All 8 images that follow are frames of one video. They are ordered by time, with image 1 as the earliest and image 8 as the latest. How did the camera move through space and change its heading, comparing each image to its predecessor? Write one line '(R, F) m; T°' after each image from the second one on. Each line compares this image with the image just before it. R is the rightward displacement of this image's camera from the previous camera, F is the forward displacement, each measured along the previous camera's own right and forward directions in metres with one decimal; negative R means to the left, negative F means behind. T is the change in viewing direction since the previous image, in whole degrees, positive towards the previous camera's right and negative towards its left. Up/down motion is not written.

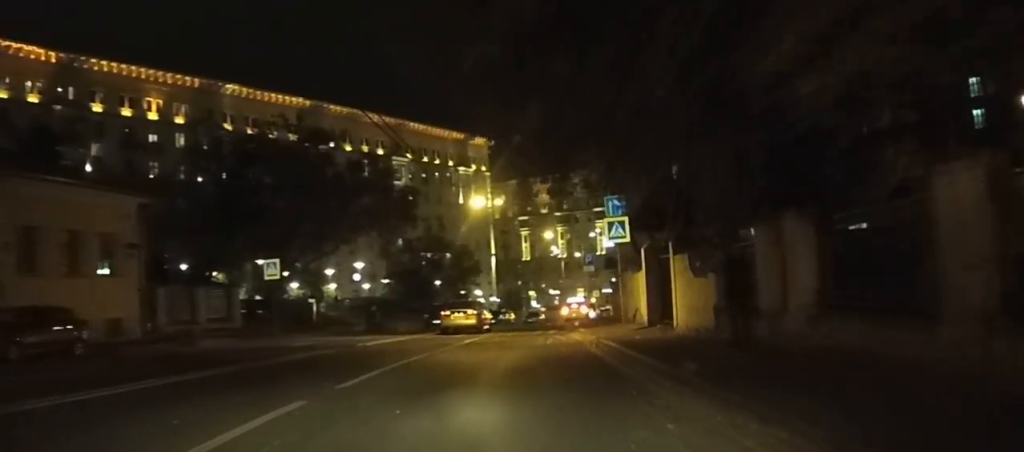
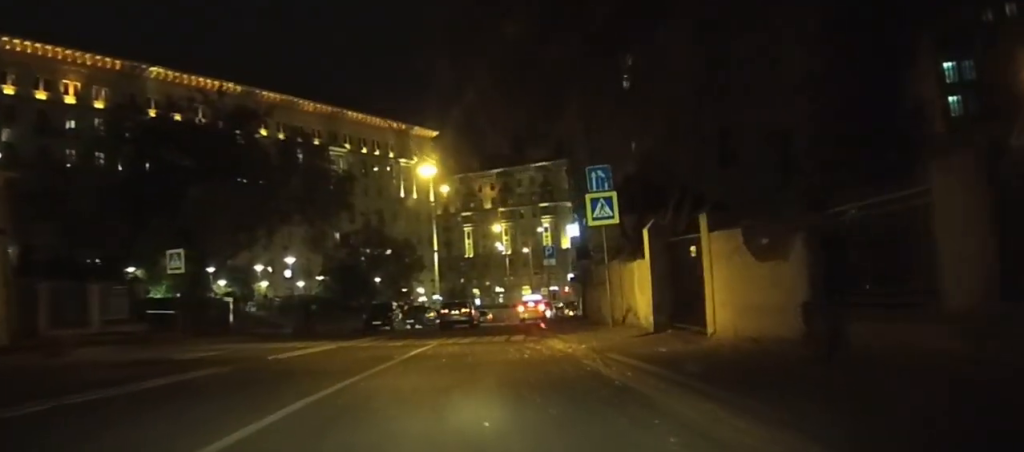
(+0.2, +7.1) m; +2°
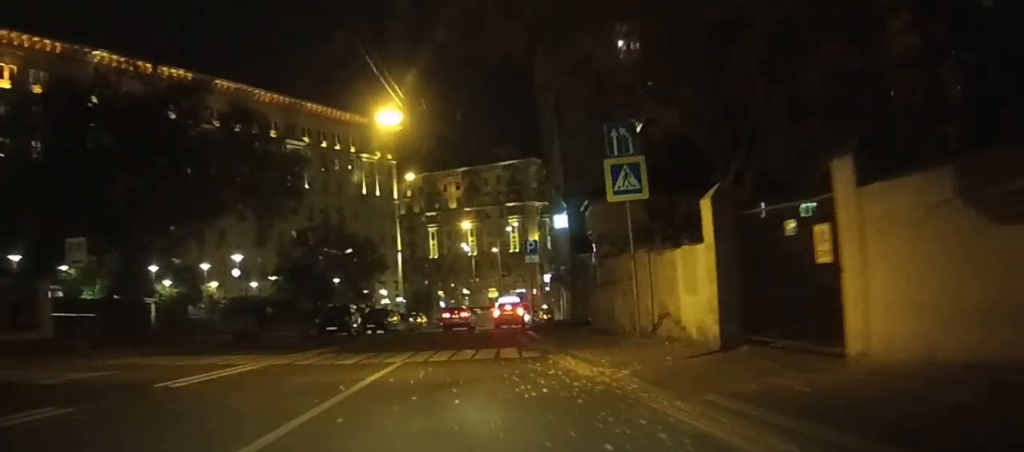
(0.0, +6.7) m; +2°
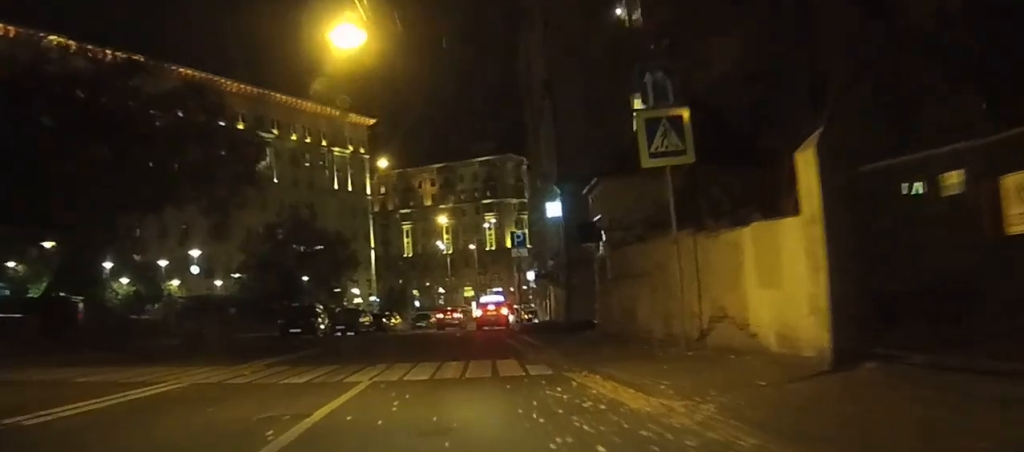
(+0.1, +4.6) m; +2°
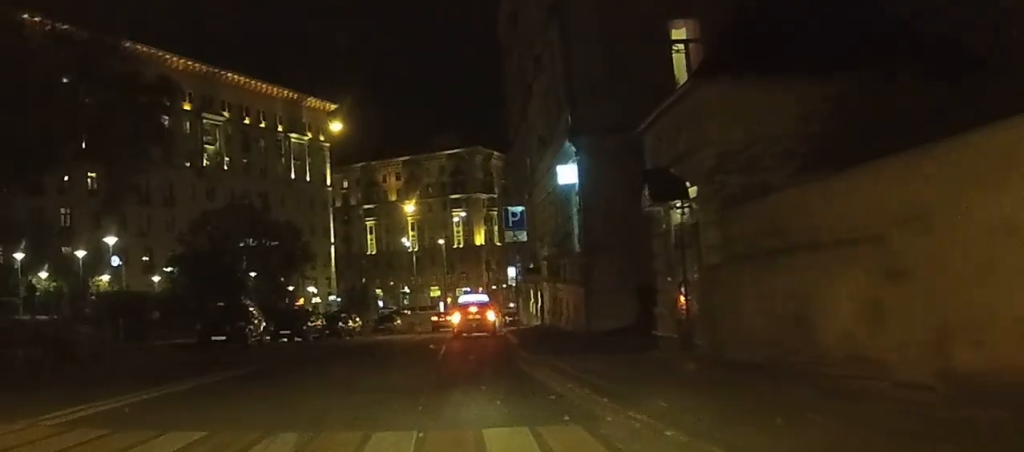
(+0.2, +9.0) m; +2°
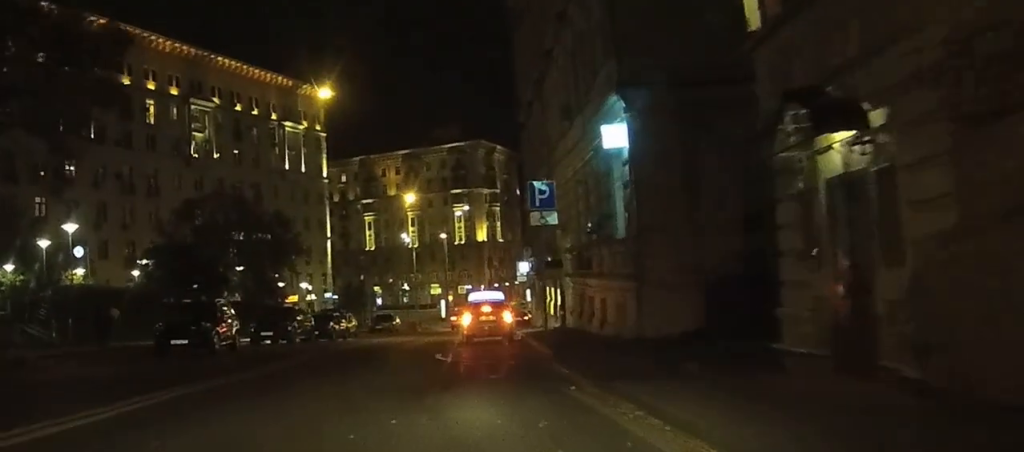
(0.0, +5.6) m; 0°
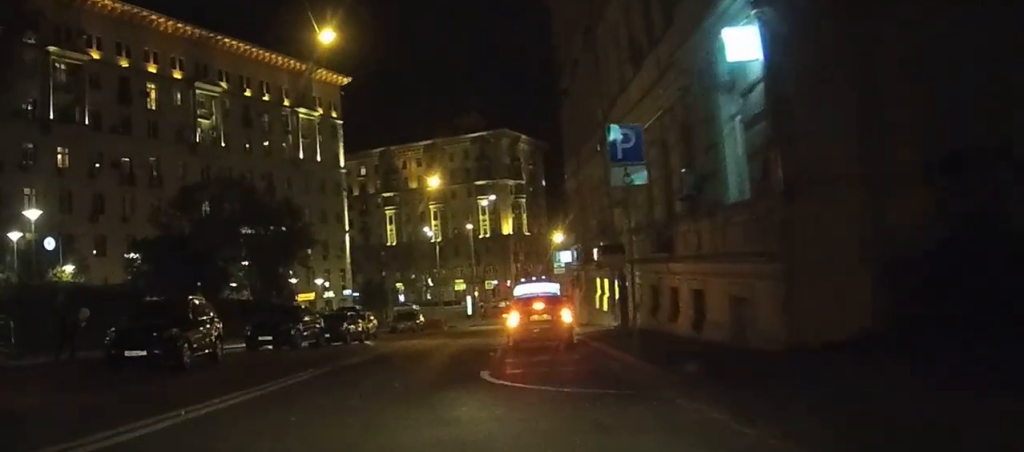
(0.0, +6.6) m; 0°
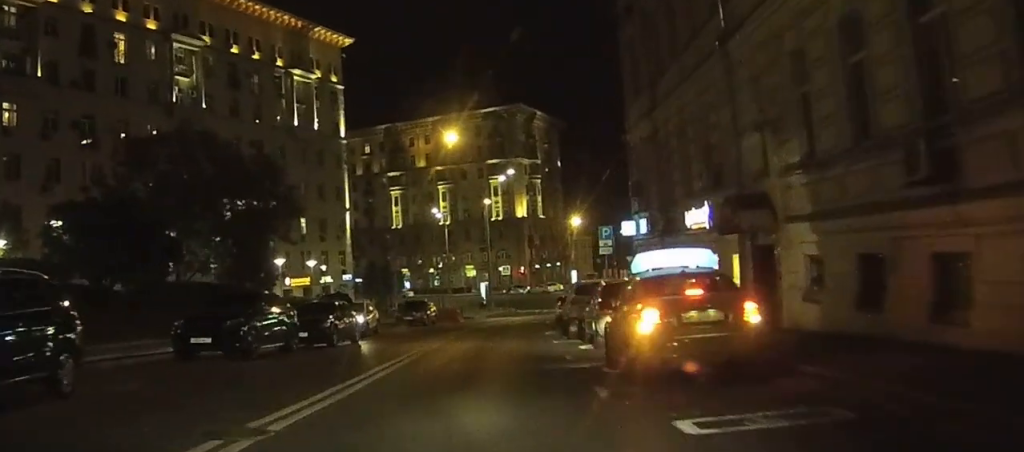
(-0.1, +11.5) m; -1°
